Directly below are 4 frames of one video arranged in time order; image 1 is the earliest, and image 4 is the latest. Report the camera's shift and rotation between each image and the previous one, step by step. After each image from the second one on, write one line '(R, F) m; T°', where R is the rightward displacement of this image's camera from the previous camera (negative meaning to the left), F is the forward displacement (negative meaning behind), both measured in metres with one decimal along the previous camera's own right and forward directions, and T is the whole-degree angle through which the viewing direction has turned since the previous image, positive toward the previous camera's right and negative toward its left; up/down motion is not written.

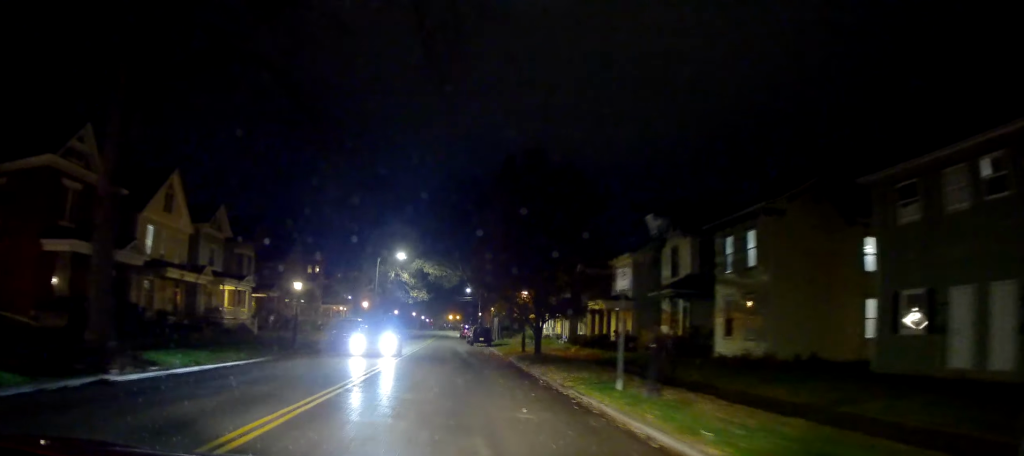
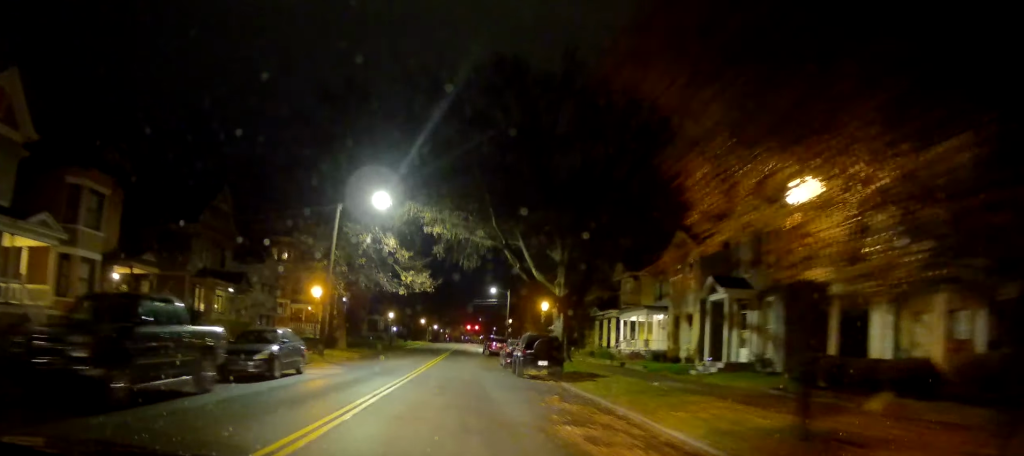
(-0.4, +27.5) m; -1°
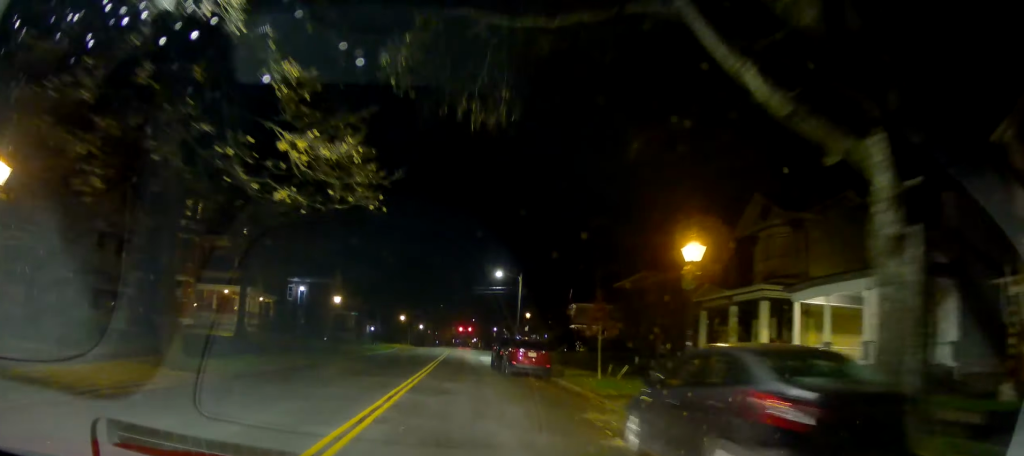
(+0.3, +26.1) m; +1°
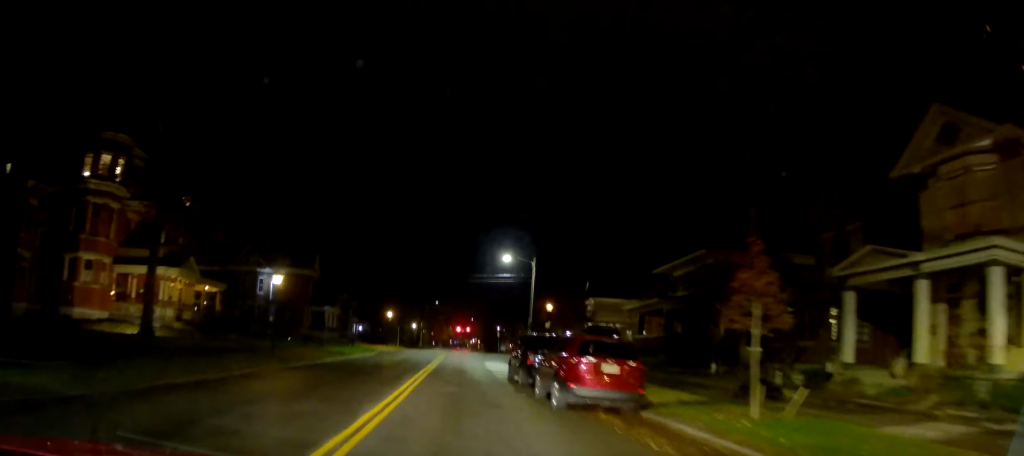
(0.0, +13.3) m; -1°
